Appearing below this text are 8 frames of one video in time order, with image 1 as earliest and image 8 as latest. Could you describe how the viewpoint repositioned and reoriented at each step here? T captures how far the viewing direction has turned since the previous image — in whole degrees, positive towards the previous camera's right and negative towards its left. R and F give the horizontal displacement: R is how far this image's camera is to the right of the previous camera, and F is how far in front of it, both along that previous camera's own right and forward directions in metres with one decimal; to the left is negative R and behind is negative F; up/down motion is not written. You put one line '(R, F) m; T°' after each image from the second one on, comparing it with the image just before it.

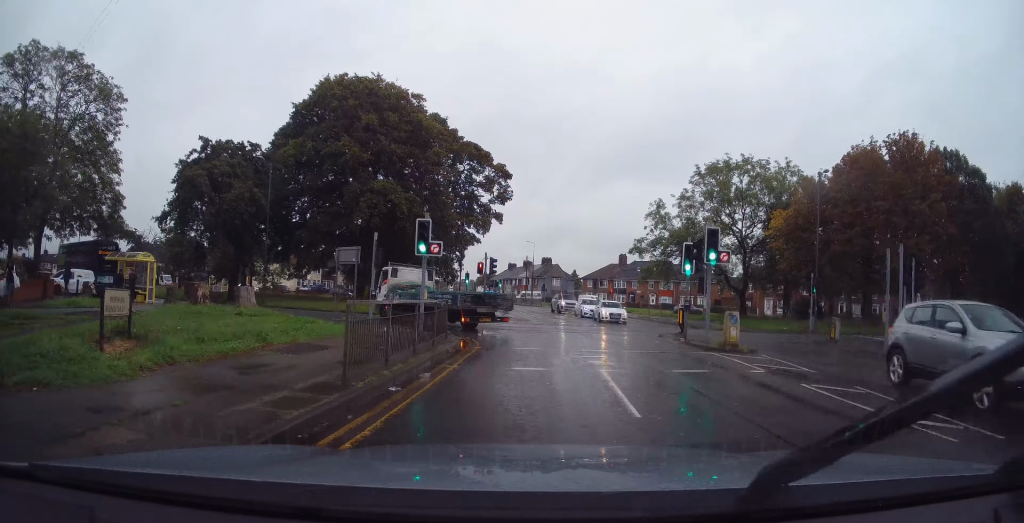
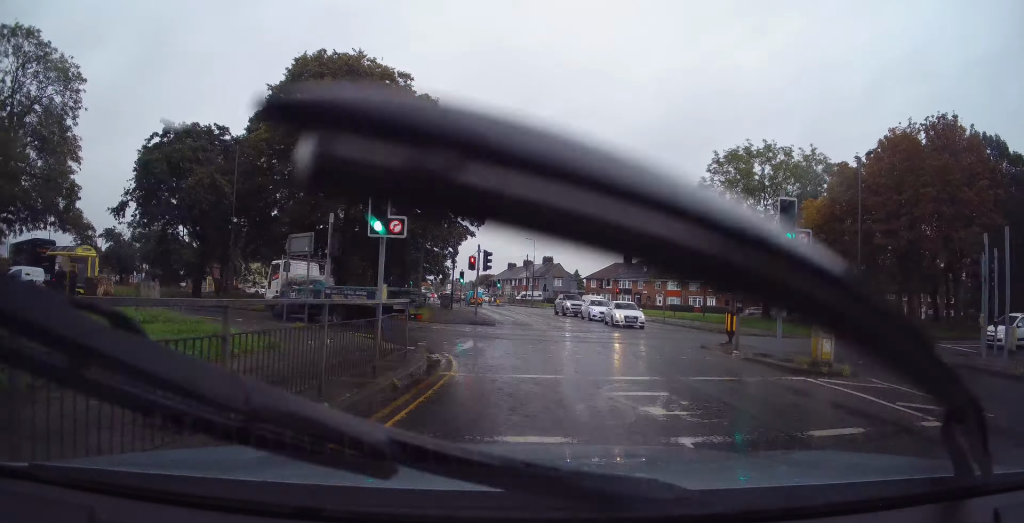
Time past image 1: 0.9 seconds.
(-0.2, +4.9) m; -5°
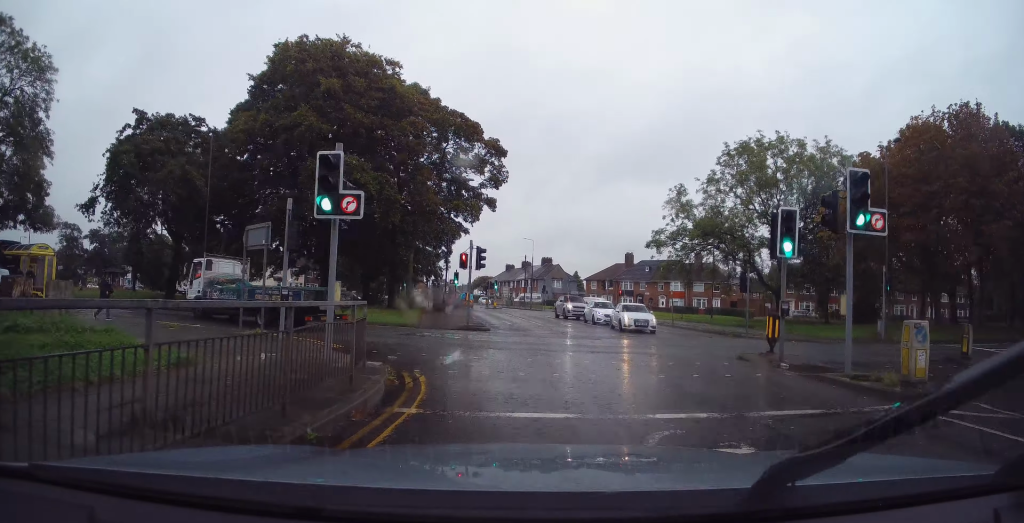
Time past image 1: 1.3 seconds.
(-0.2, +2.9) m; 0°
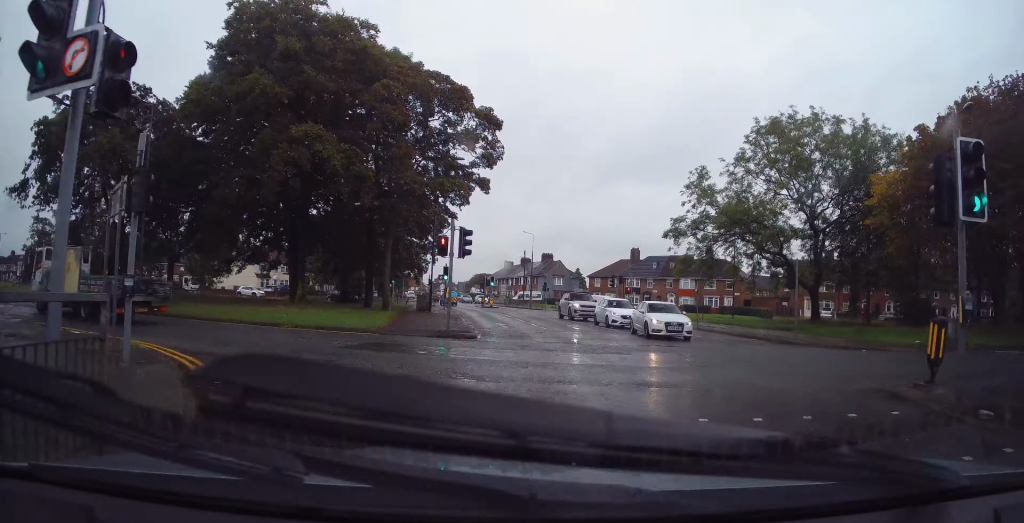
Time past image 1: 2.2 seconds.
(0.0, +5.5) m; +1°
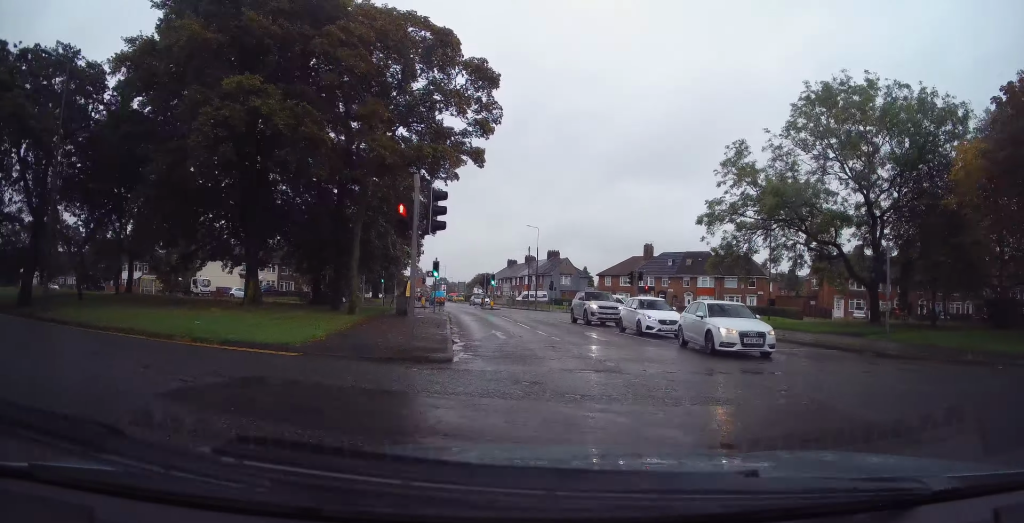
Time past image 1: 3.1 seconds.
(+0.2, +6.4) m; +1°
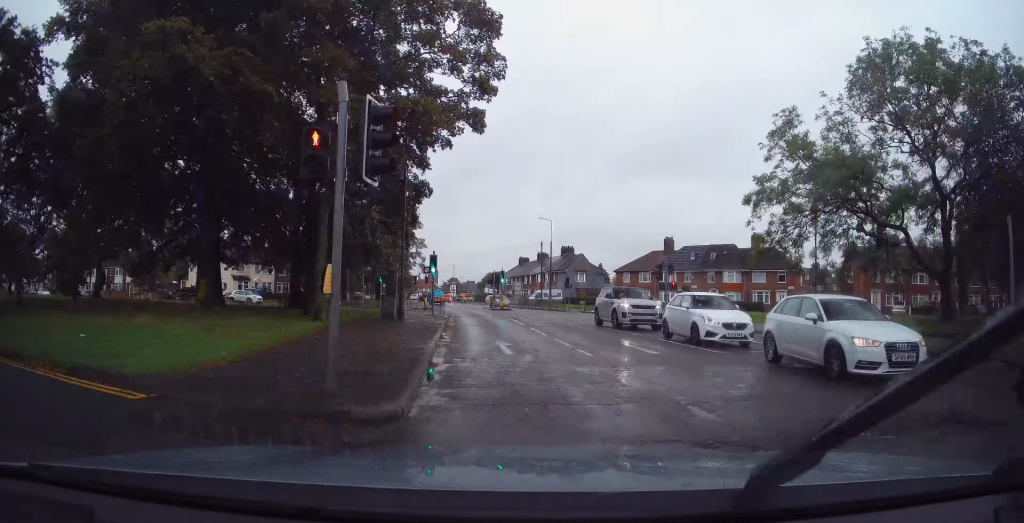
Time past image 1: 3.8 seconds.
(-0.1, +5.5) m; -1°
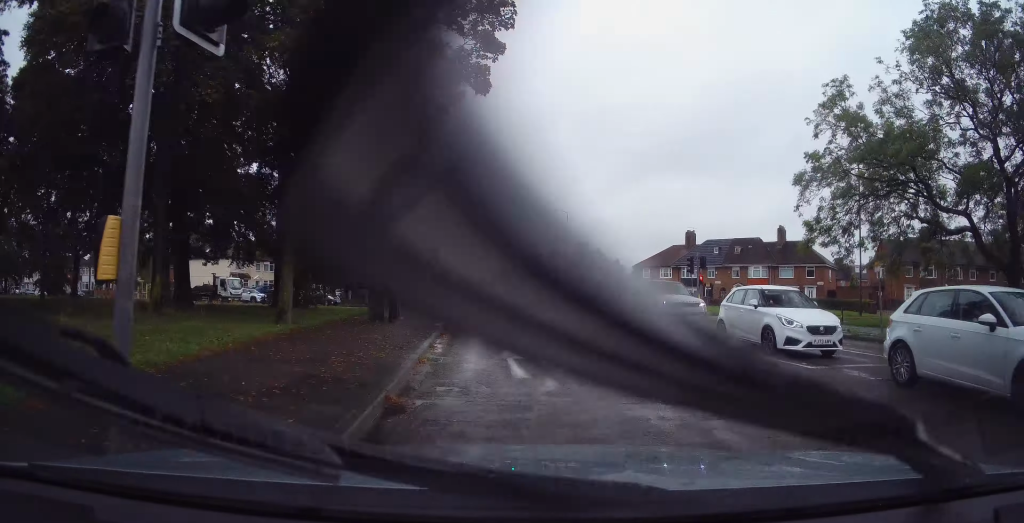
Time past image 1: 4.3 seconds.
(0.0, +4.0) m; -1°
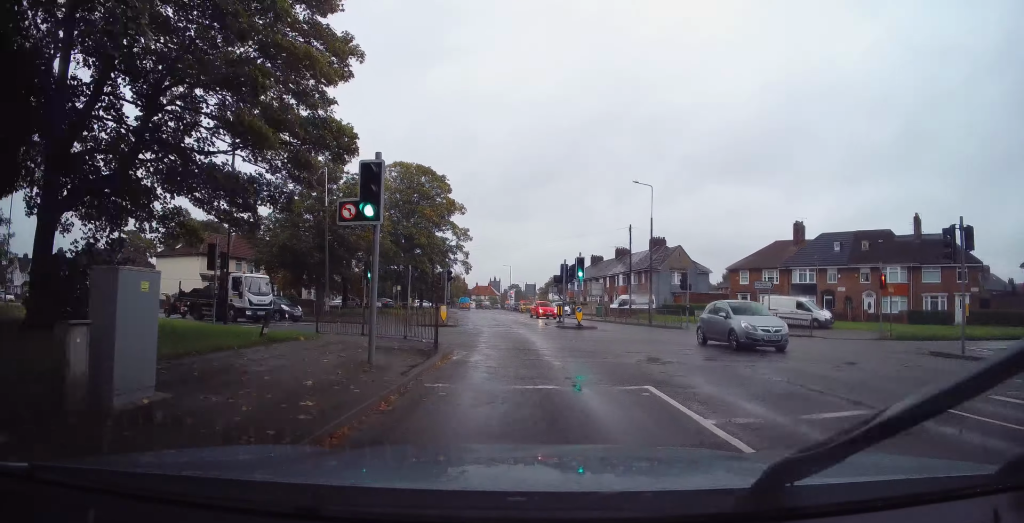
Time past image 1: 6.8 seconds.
(-0.5, +18.5) m; -5°
